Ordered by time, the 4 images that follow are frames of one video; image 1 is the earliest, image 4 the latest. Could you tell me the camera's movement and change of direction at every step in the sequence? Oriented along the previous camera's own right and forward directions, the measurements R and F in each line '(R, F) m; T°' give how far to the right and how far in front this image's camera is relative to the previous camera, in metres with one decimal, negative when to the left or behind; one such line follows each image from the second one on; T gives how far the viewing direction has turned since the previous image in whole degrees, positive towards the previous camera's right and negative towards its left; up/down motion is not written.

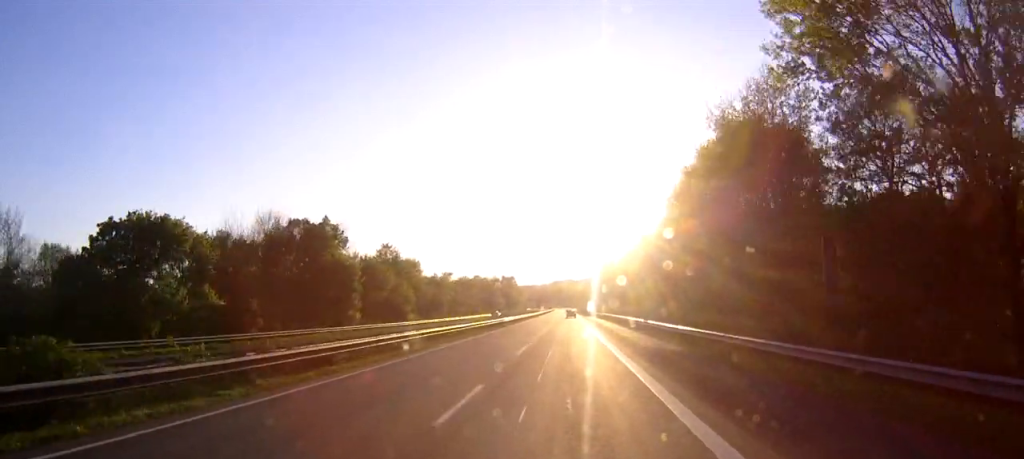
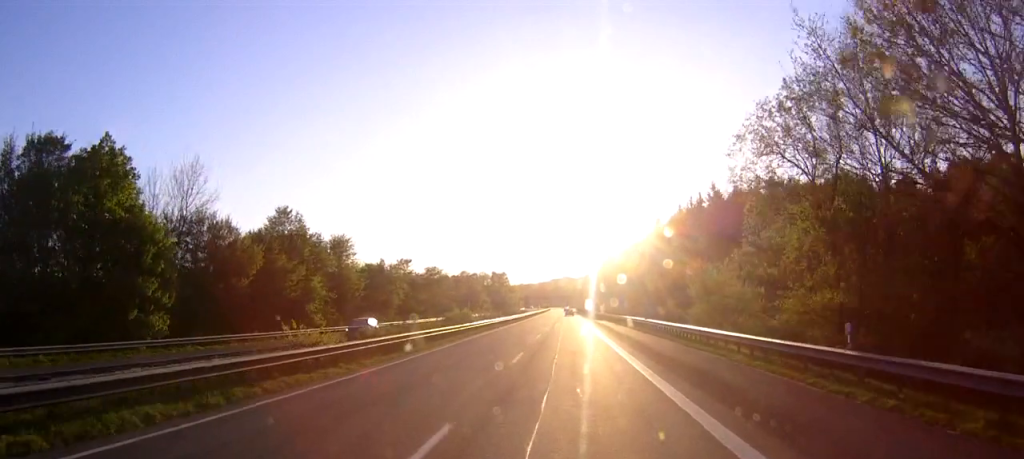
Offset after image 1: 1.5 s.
(0.0, +42.3) m; 0°
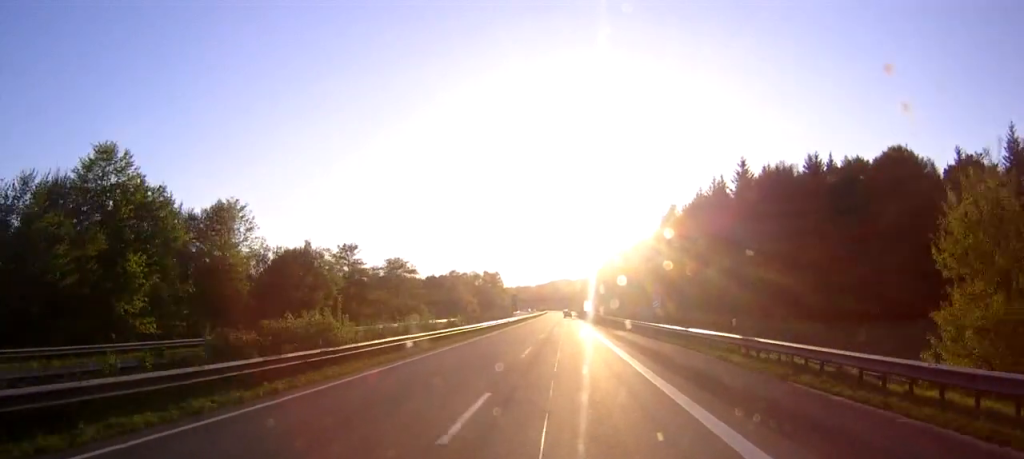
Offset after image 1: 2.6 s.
(+0.1, +31.7) m; 0°
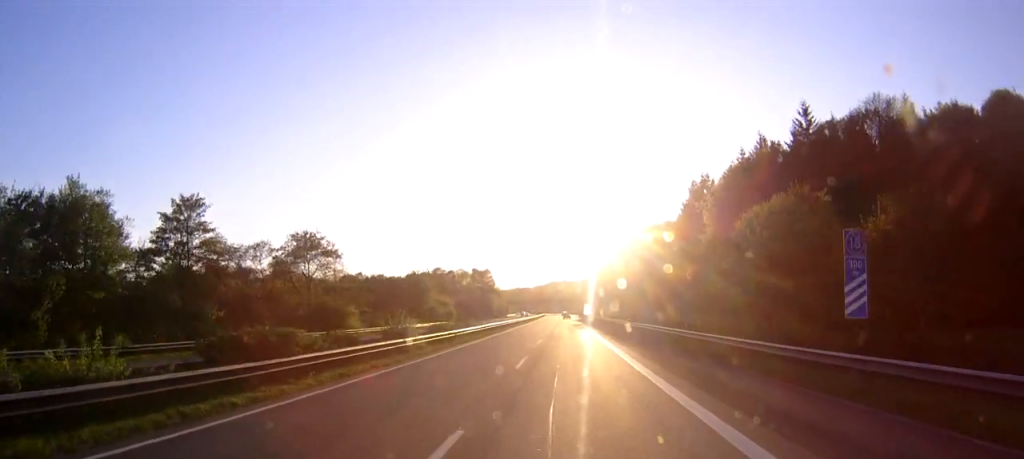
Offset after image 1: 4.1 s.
(-0.1, +40.3) m; 0°
